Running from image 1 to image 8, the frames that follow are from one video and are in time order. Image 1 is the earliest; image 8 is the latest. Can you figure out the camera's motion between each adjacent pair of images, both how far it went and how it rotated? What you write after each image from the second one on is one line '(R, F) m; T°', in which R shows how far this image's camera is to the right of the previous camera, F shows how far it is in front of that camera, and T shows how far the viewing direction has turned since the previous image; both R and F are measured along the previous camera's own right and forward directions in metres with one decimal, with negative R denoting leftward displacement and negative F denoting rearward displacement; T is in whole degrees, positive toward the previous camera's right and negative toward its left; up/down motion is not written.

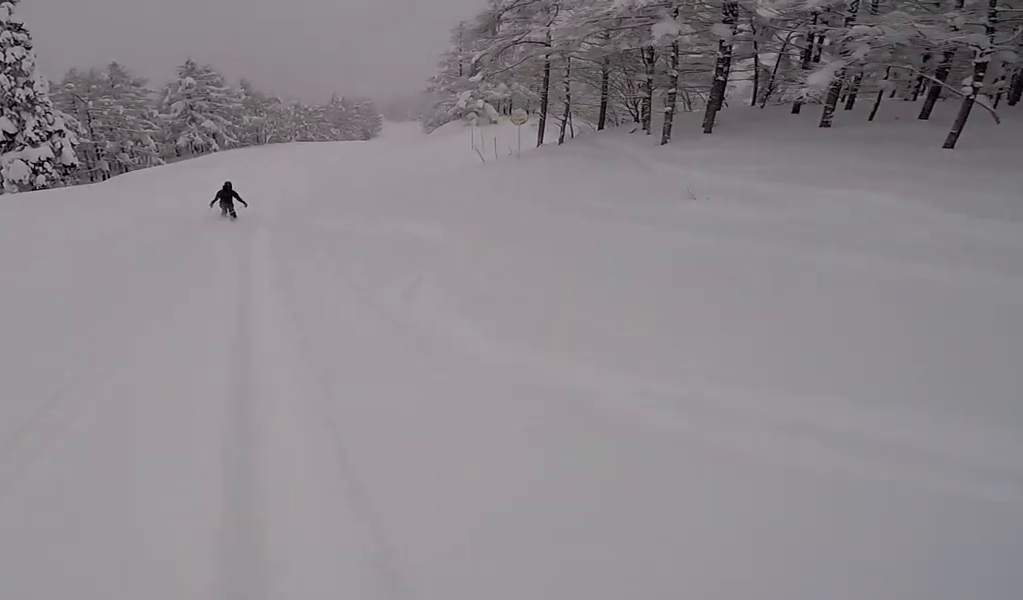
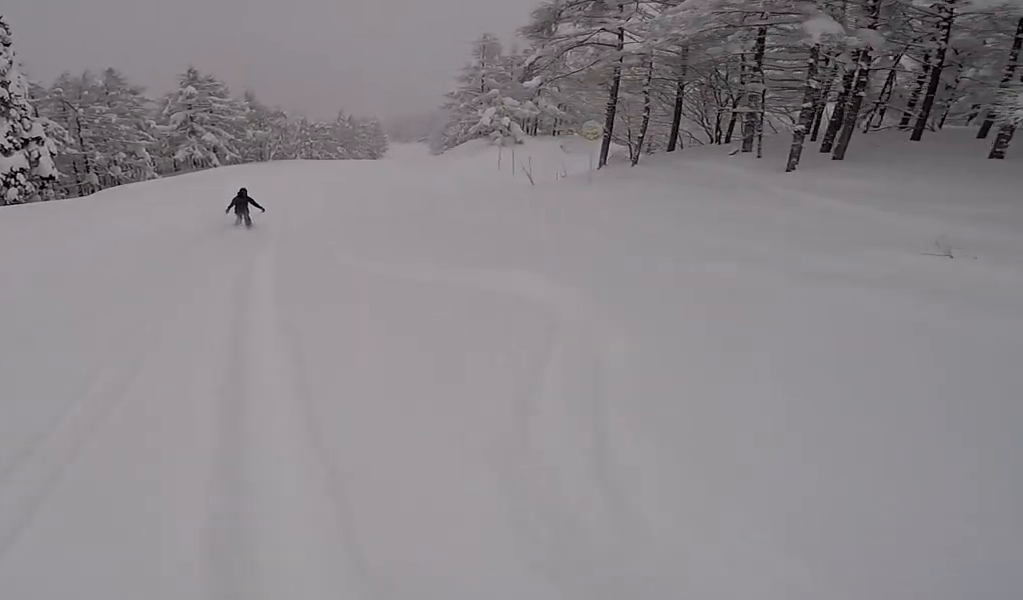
(+0.5, +3.8) m; +4°
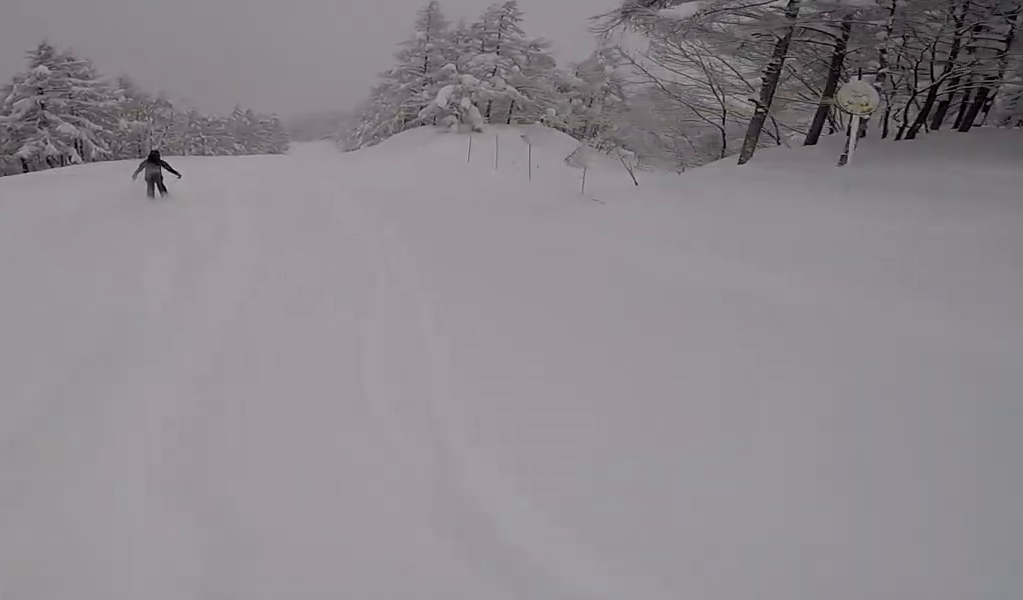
(+0.8, +8.6) m; +5°
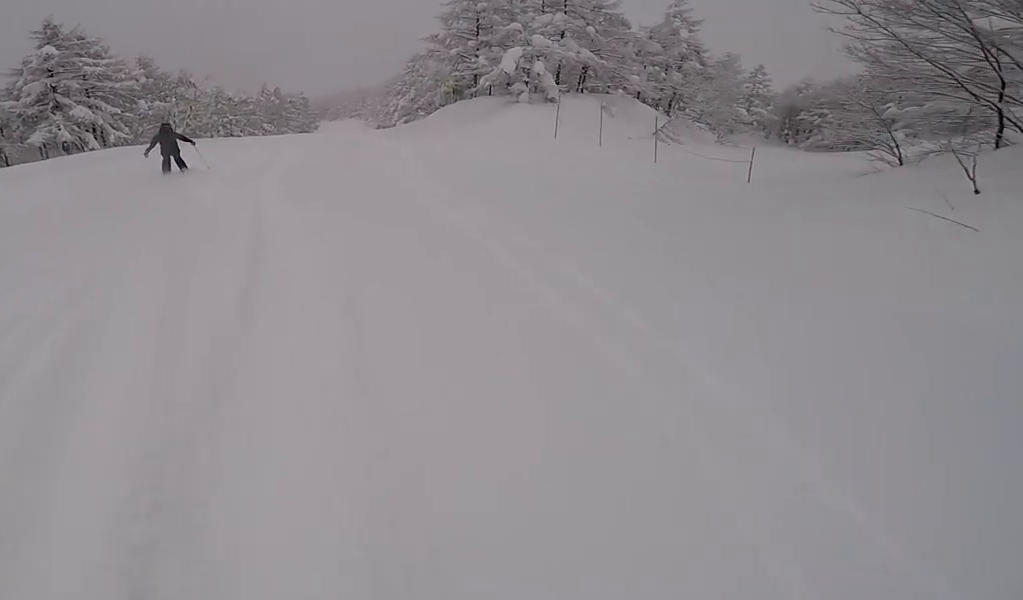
(+0.2, +4.6) m; 0°
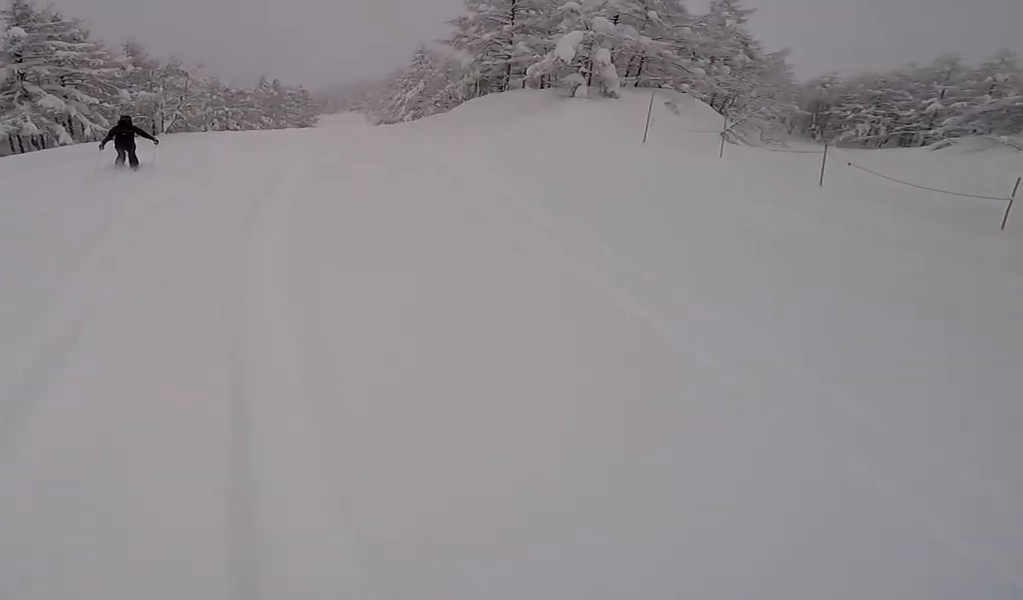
(-0.2, +5.4) m; 0°
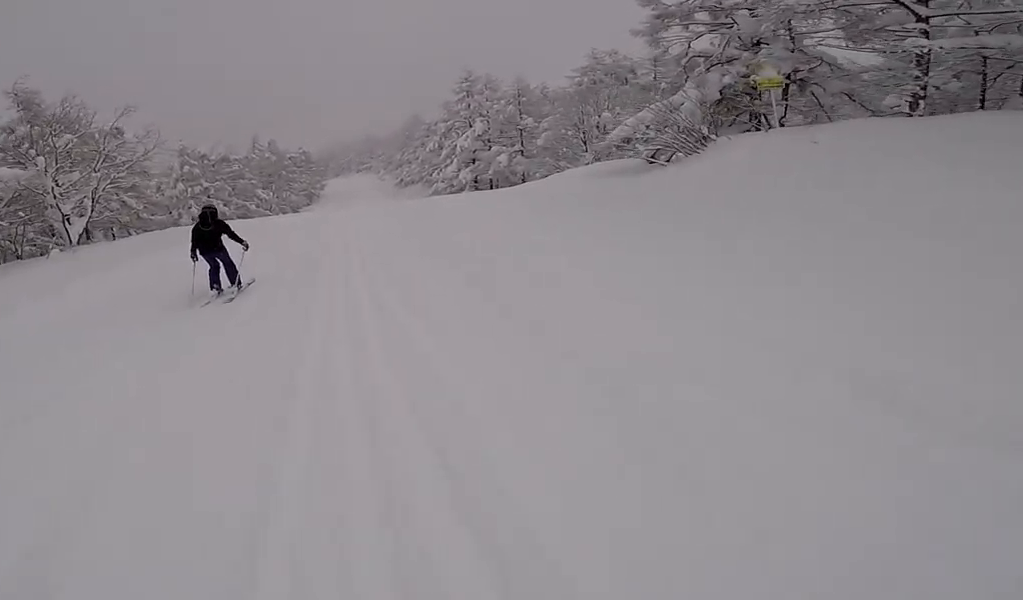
(-1.2, +20.4) m; 0°
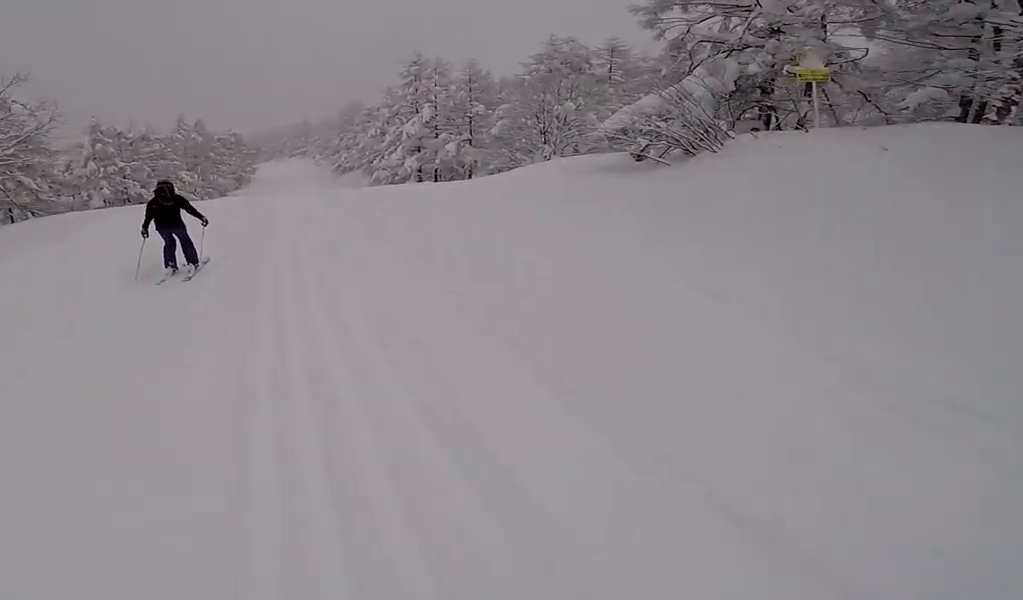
(+0.2, +3.3) m; +6°
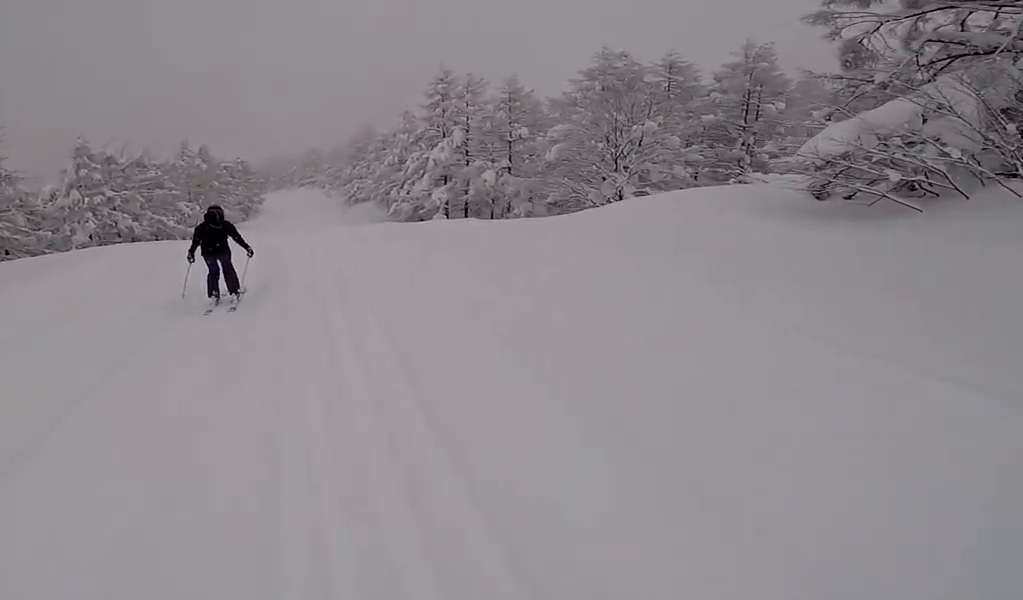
(+0.5, +5.9) m; +8°
